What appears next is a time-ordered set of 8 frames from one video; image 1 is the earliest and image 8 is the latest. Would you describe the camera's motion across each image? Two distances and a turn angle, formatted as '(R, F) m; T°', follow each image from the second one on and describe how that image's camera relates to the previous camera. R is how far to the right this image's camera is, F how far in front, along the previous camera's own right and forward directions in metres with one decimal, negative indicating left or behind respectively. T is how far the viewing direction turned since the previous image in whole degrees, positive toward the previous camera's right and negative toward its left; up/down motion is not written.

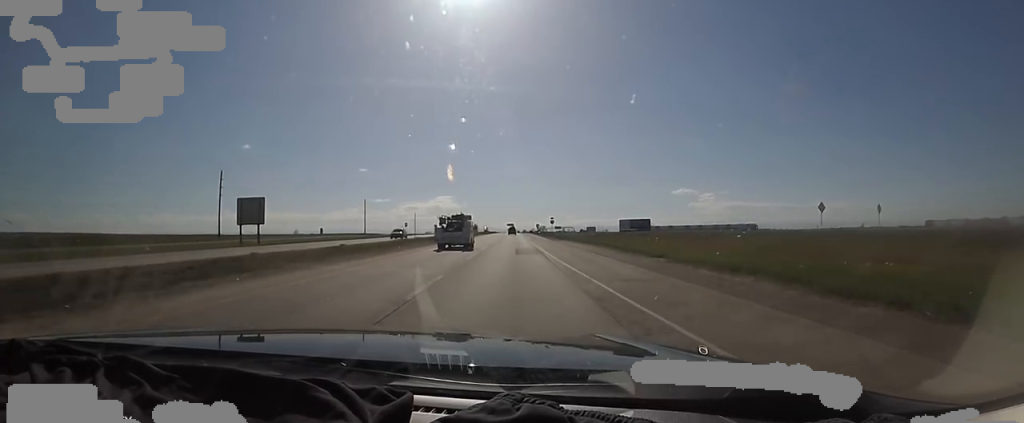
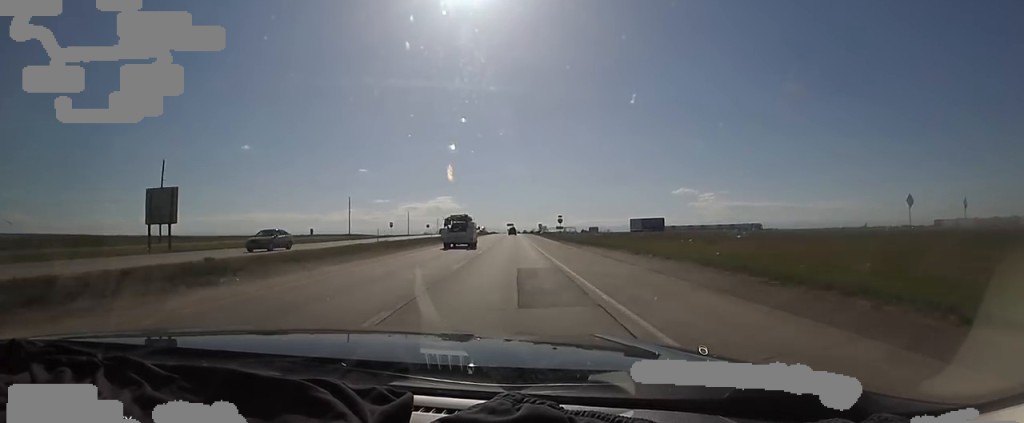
(0.0, +17.8) m; 0°
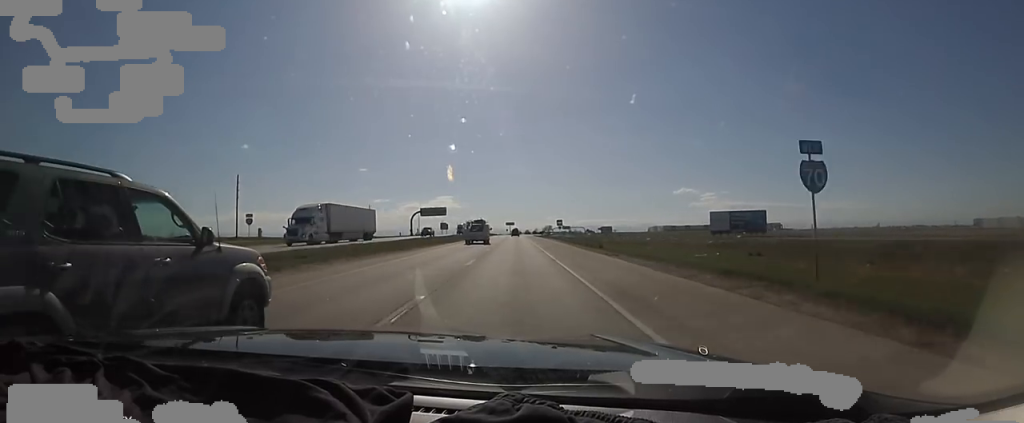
(0.0, +68.3) m; 0°
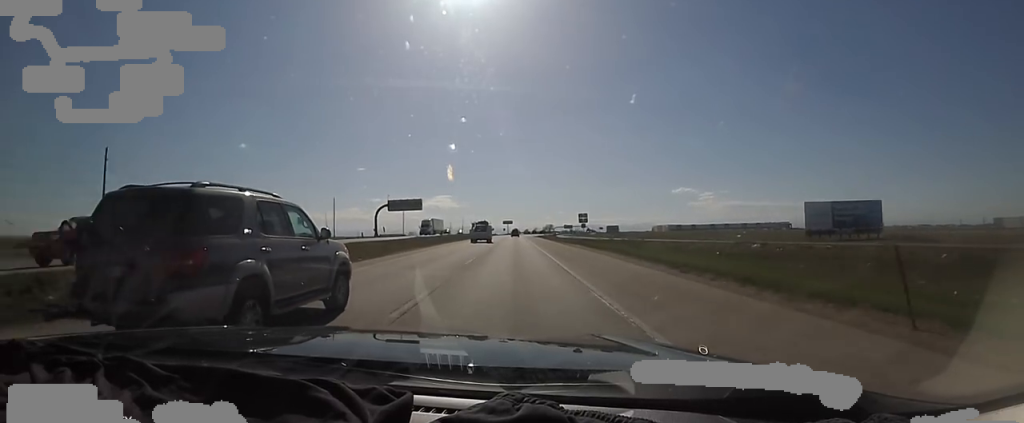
(0.0, +34.8) m; 0°
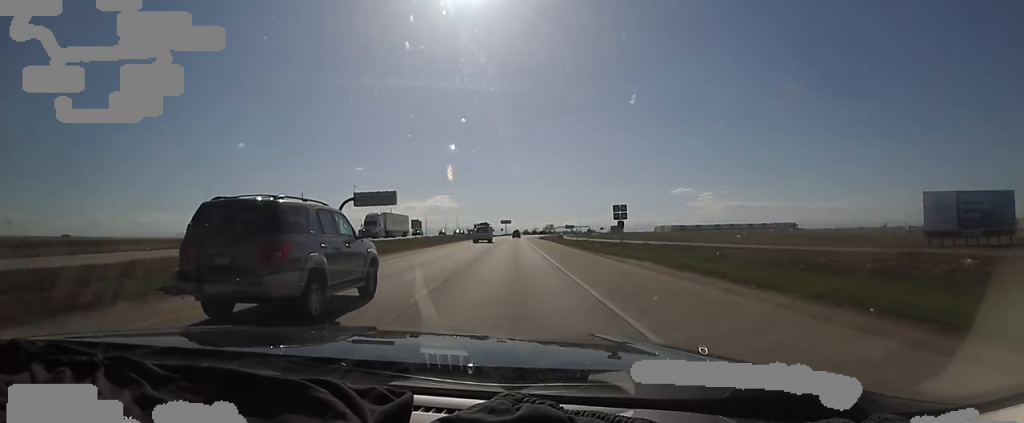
(0.0, +22.2) m; 0°
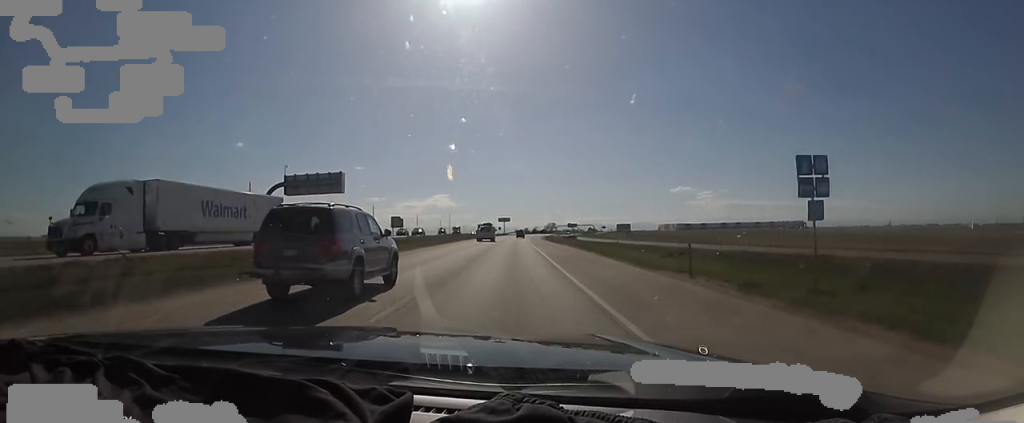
(0.0, +26.6) m; 0°
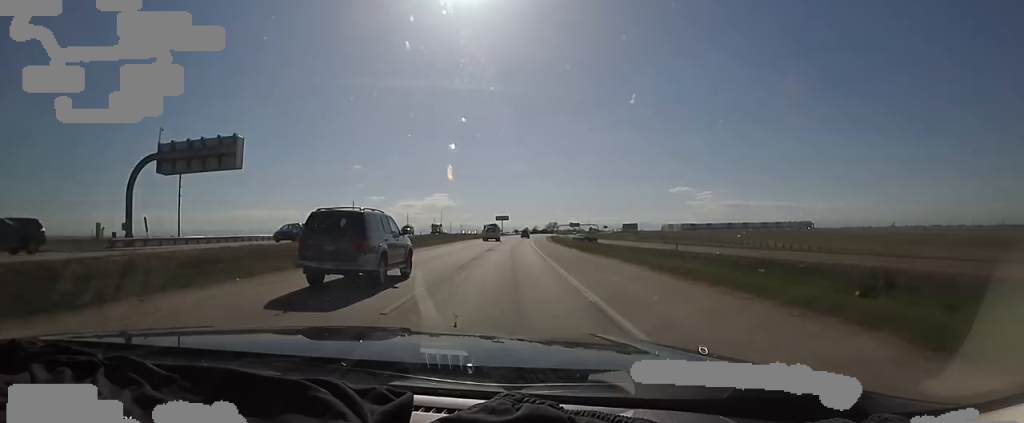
(0.0, +23.5) m; 0°
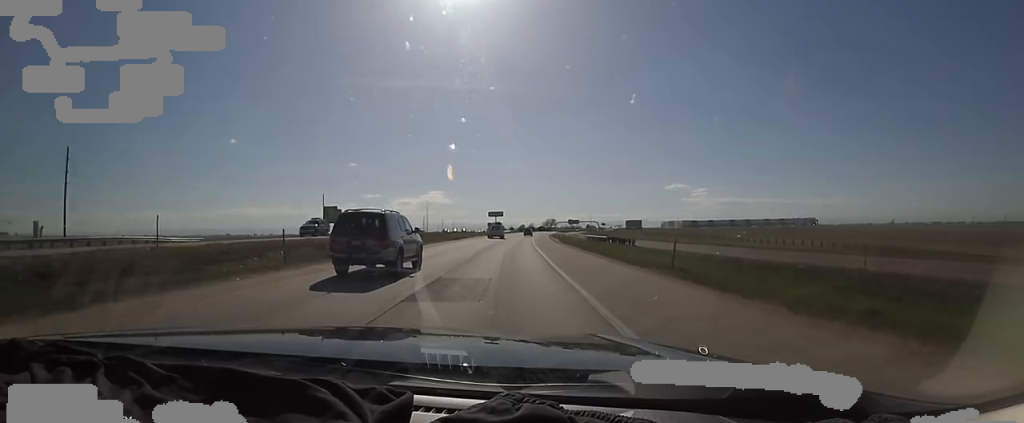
(0.0, +23.5) m; +1°
